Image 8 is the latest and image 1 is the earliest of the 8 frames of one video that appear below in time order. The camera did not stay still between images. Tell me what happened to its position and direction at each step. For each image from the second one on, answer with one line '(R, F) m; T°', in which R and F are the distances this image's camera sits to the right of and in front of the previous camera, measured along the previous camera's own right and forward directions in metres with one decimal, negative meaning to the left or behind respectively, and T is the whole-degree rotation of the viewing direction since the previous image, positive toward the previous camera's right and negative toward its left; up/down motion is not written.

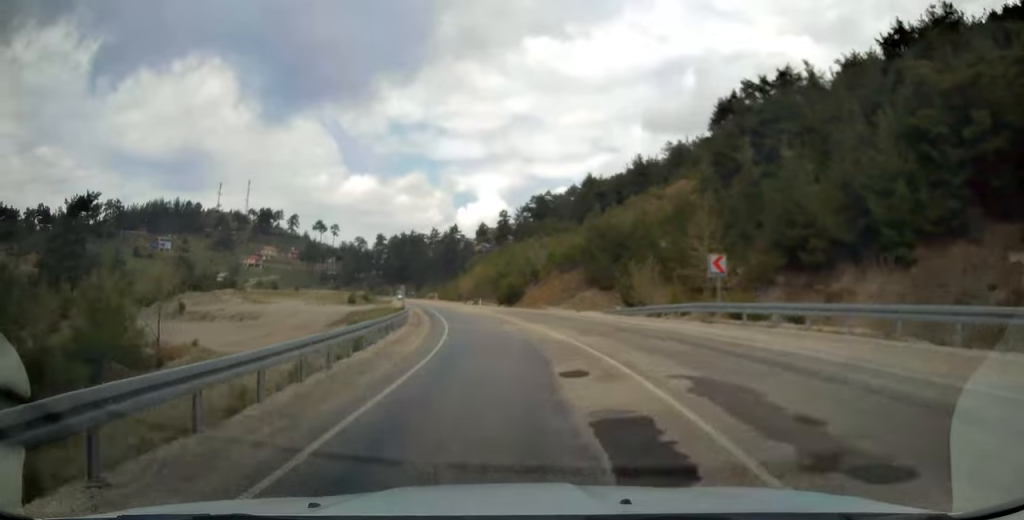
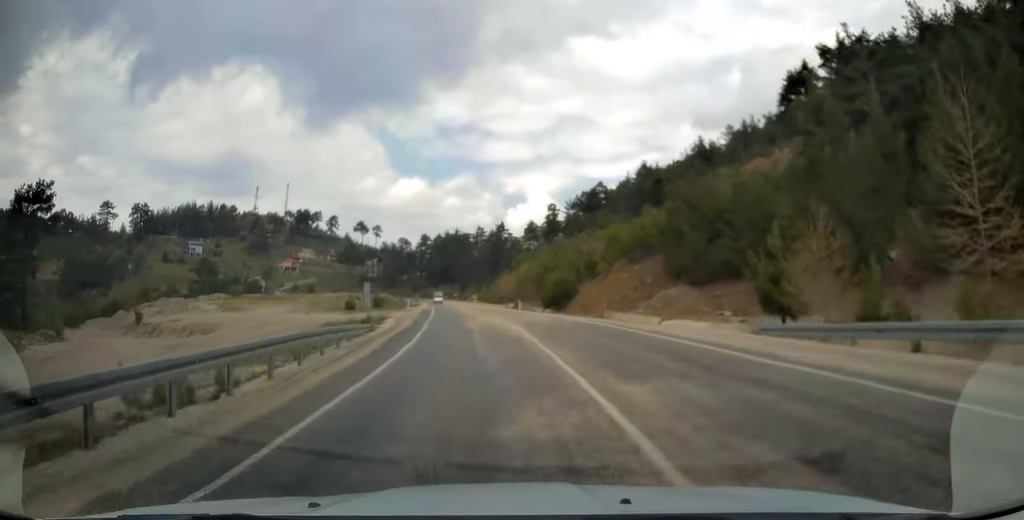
(-0.9, +19.4) m; -5°
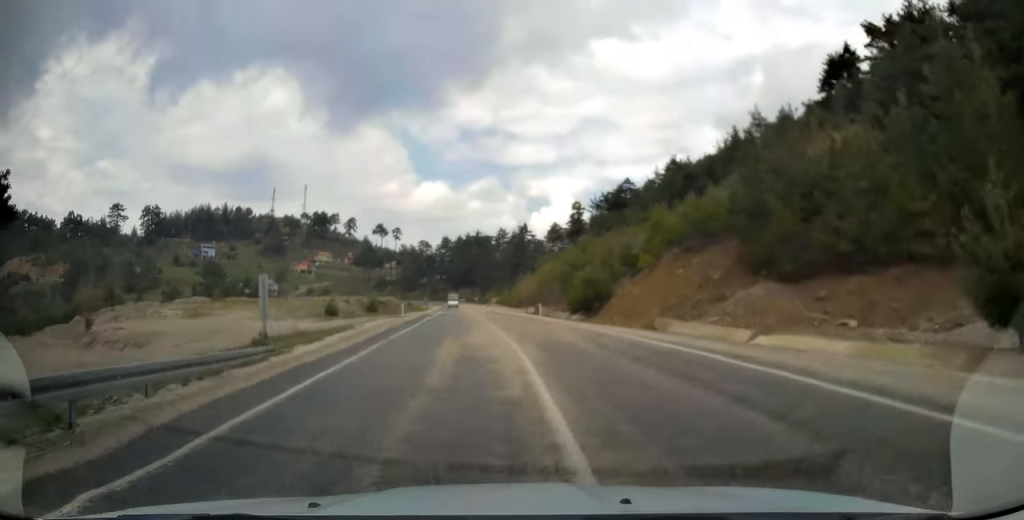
(-0.5, +11.8) m; -2°
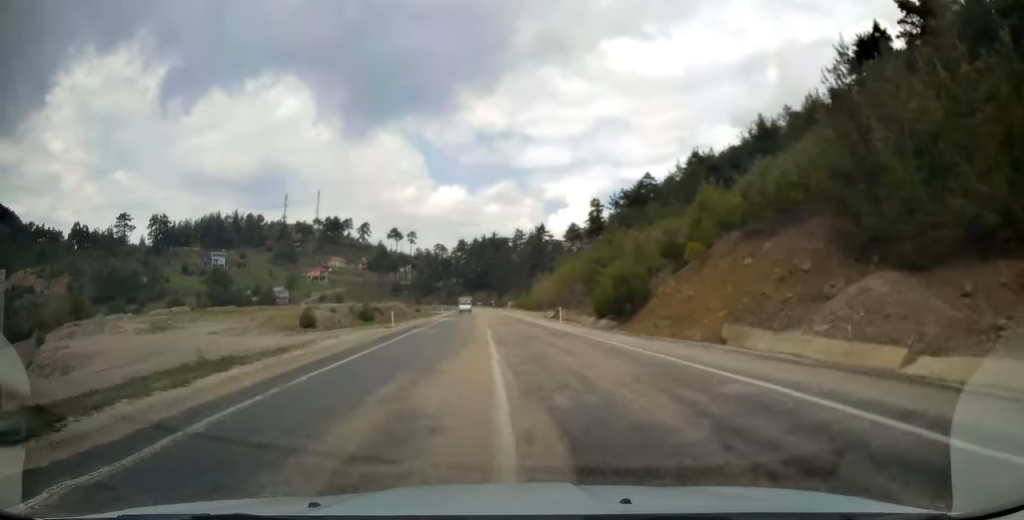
(0.0, +8.9) m; -2°
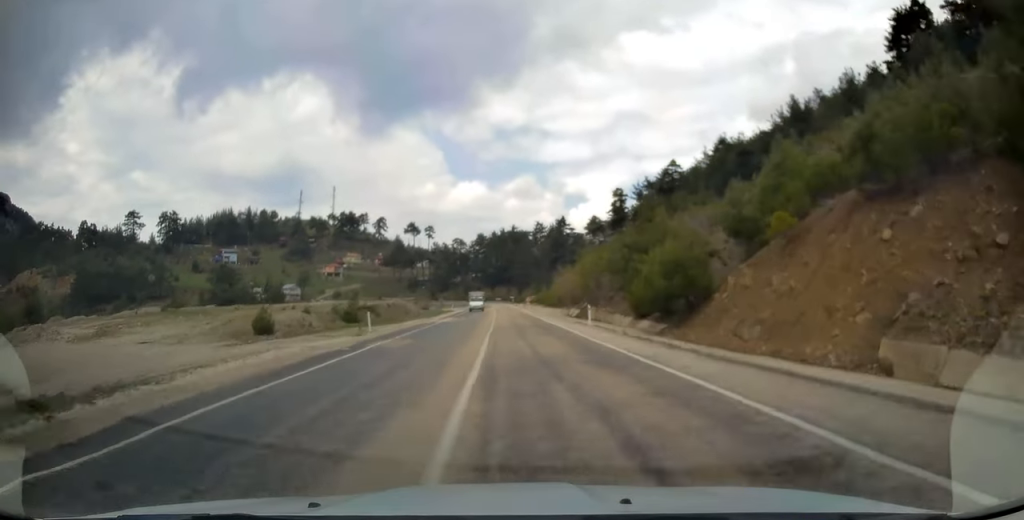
(-0.2, +9.8) m; -2°
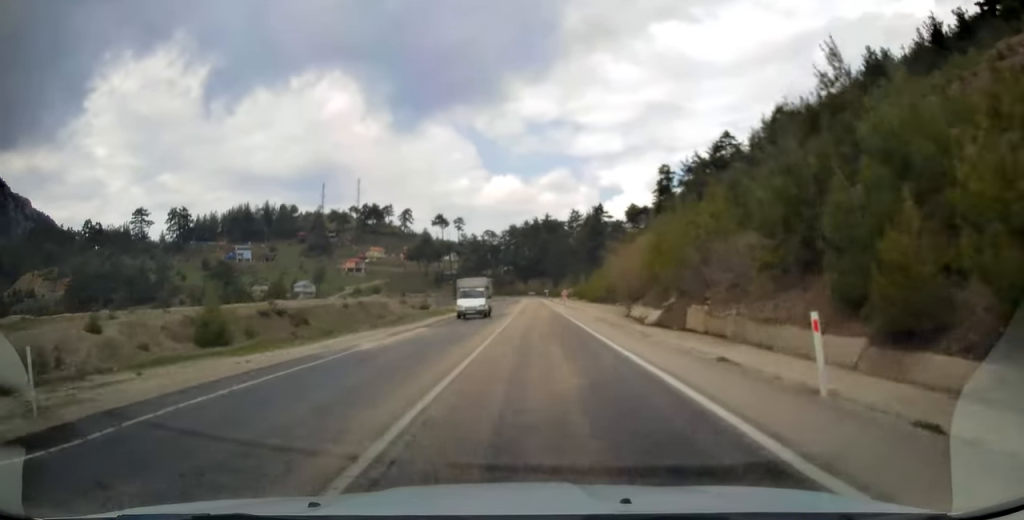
(-0.8, +23.6) m; -3°
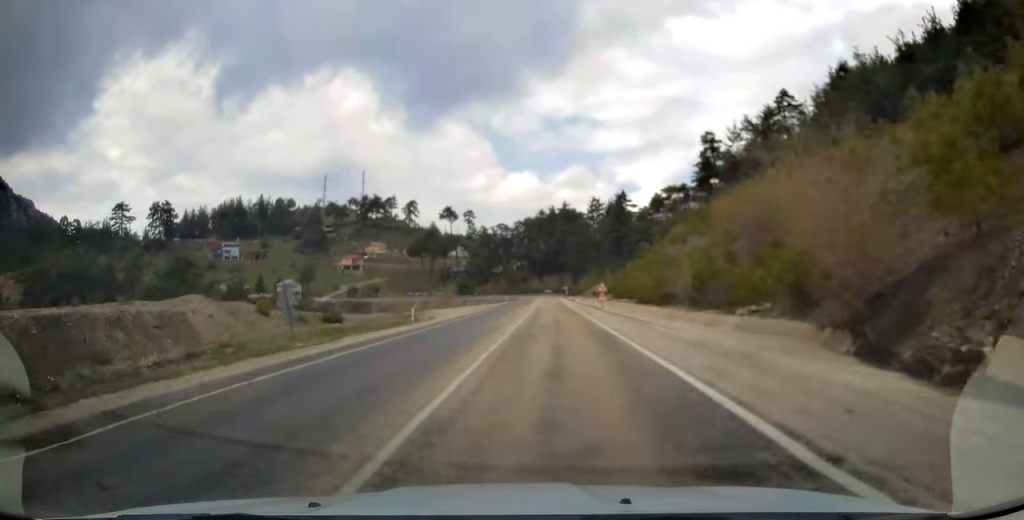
(-0.8, +31.6) m; -2°
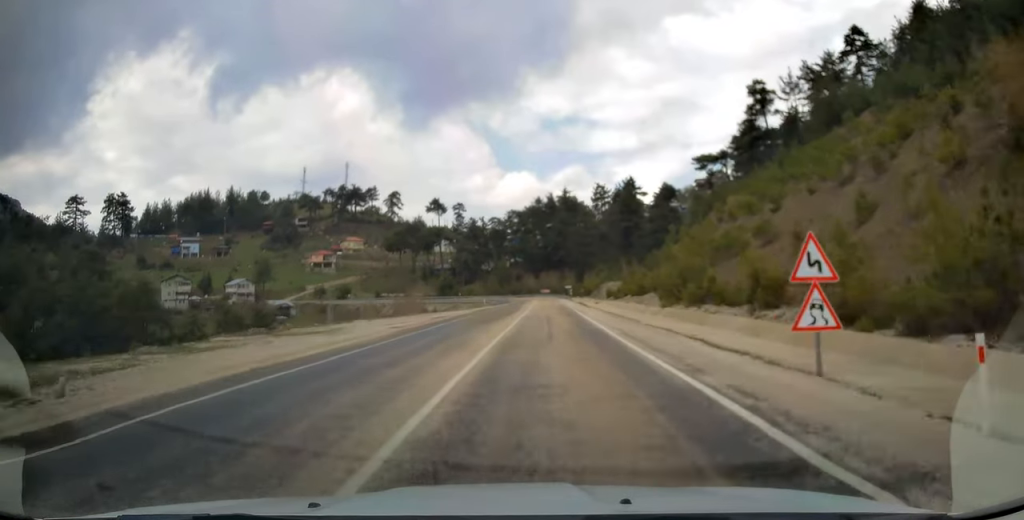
(-0.2, +36.0) m; 0°
